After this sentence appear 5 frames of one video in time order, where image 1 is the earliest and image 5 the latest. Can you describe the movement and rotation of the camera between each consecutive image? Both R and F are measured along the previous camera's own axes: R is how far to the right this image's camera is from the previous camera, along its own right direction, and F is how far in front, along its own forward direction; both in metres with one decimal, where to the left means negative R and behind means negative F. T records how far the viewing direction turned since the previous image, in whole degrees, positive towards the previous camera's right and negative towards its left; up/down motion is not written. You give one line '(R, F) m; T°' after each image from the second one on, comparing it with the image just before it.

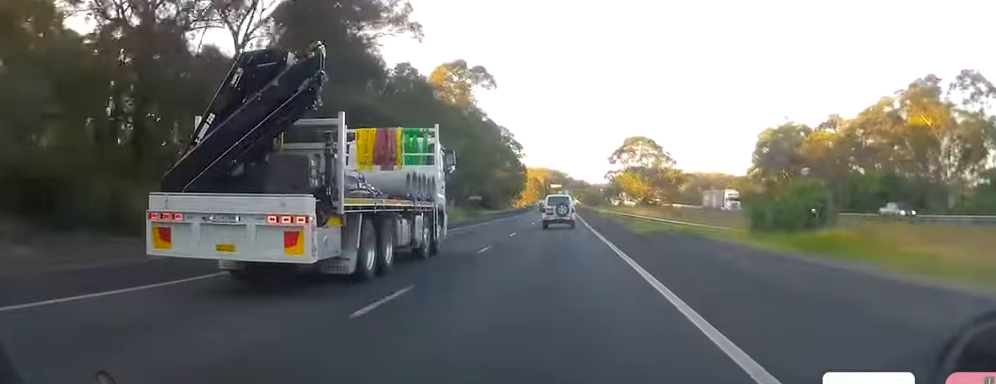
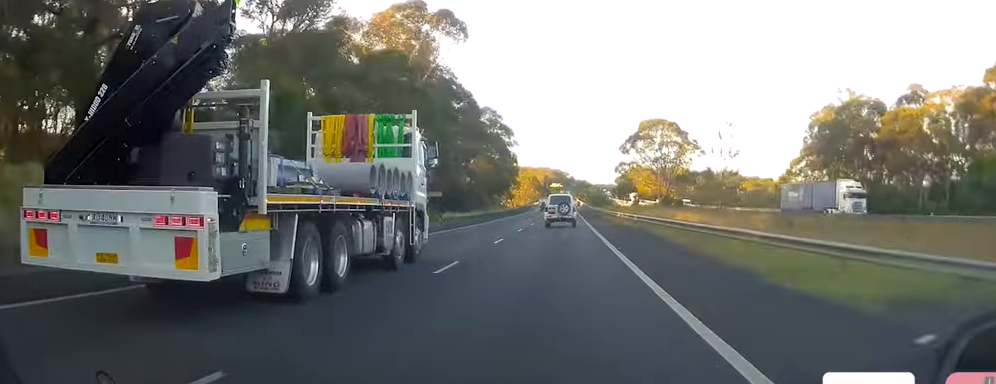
(-0.5, +30.6) m; -1°
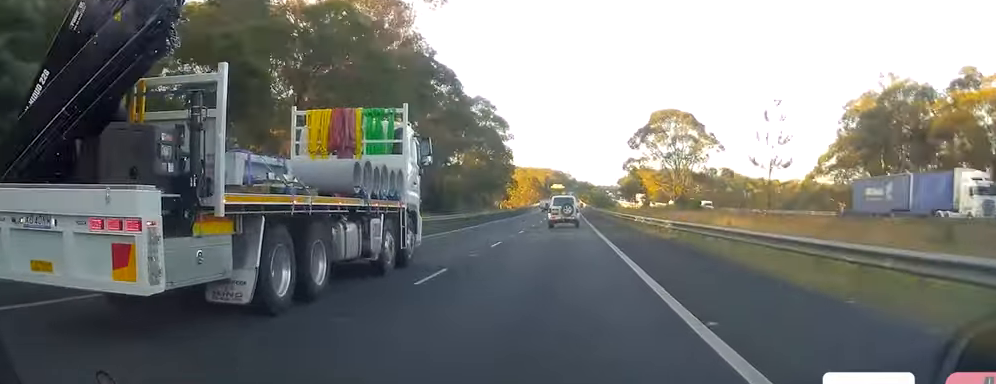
(0.0, +13.8) m; 0°
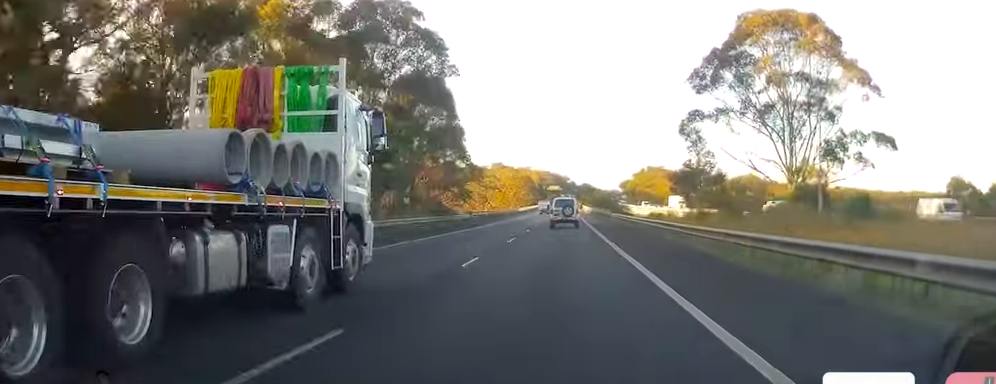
(+0.4, +55.6) m; +1°
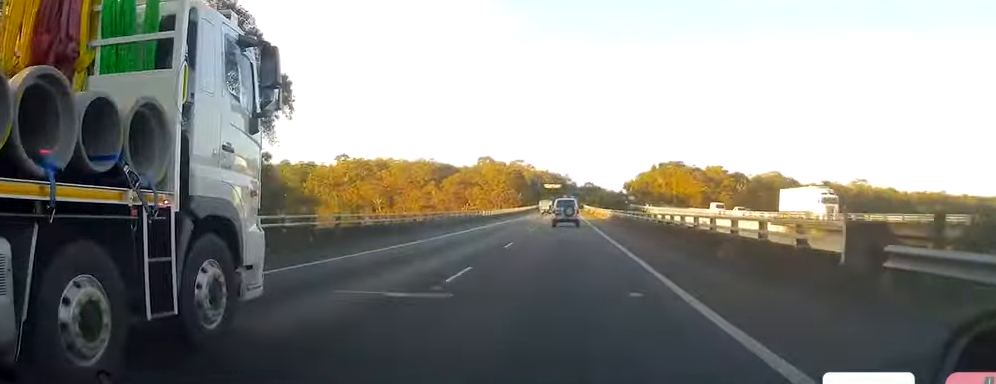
(+0.2, +58.6) m; 0°
